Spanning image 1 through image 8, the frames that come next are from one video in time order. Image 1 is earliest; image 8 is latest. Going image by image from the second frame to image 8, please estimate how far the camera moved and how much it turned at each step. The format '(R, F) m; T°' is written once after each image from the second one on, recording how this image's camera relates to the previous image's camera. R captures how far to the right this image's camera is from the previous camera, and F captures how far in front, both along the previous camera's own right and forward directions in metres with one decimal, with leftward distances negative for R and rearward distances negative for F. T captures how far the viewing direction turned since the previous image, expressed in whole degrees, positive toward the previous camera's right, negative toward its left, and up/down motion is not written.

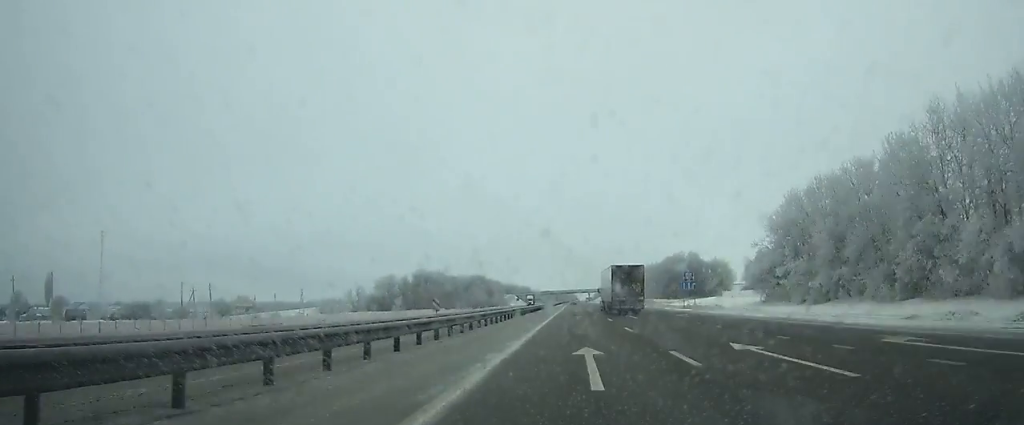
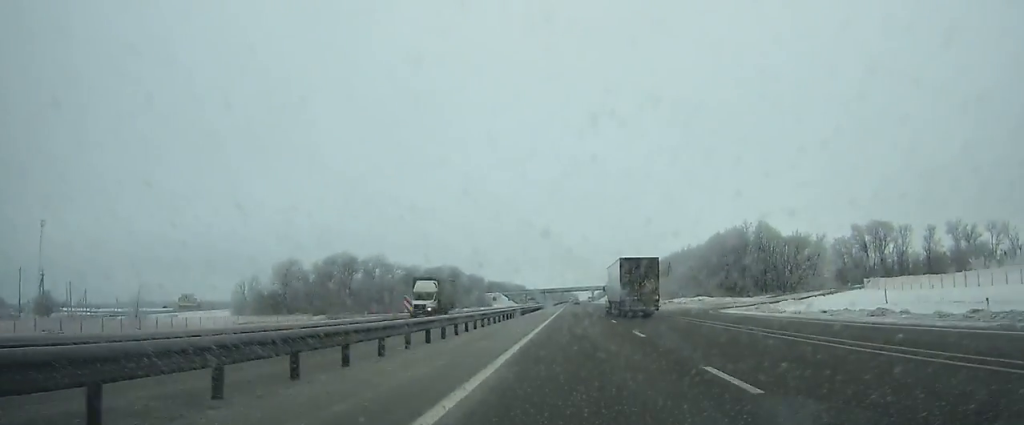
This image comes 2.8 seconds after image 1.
(+0.3, +76.7) m; 0°
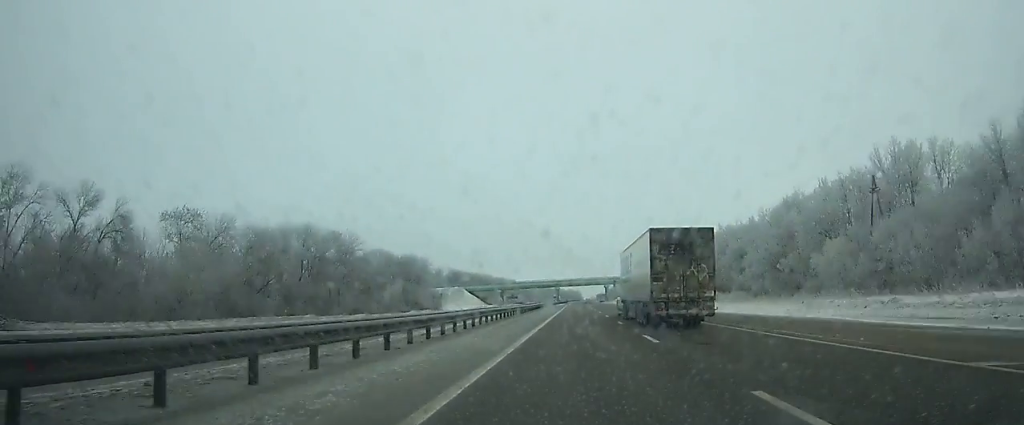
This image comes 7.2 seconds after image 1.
(-0.6, +122.6) m; 0°
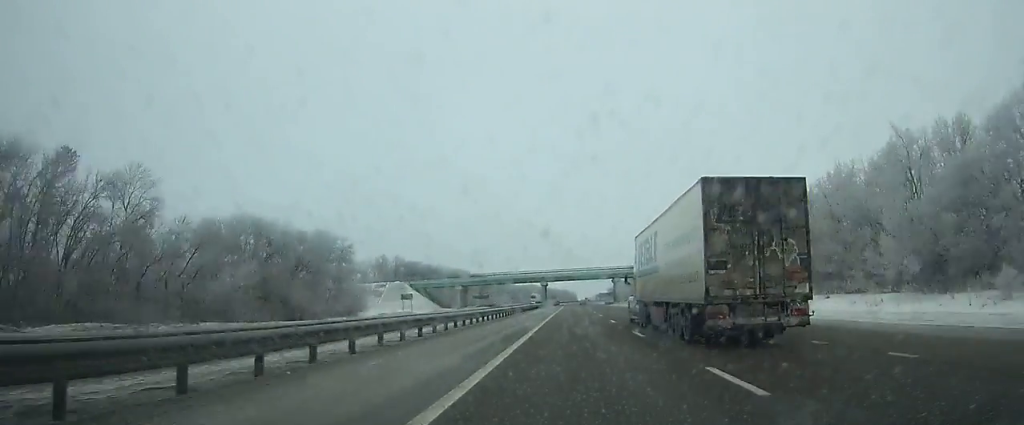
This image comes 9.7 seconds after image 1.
(+0.1, +70.7) m; 0°
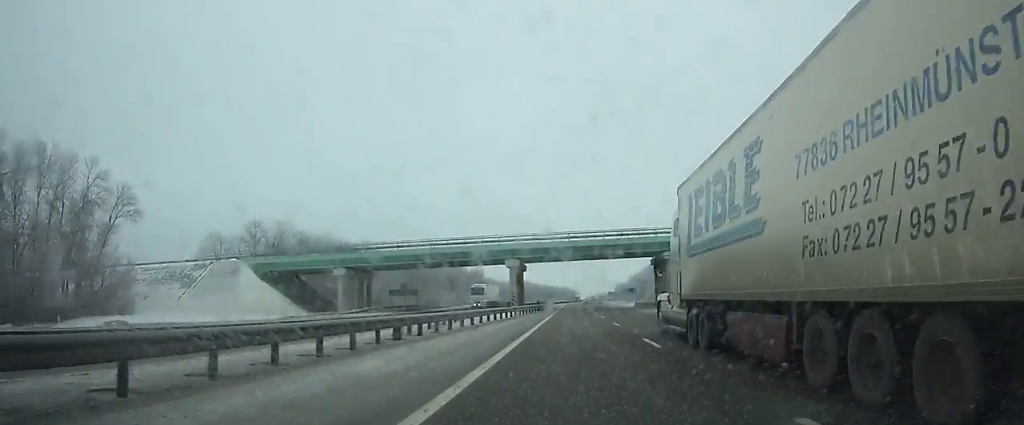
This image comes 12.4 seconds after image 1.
(0.0, +77.3) m; +1°
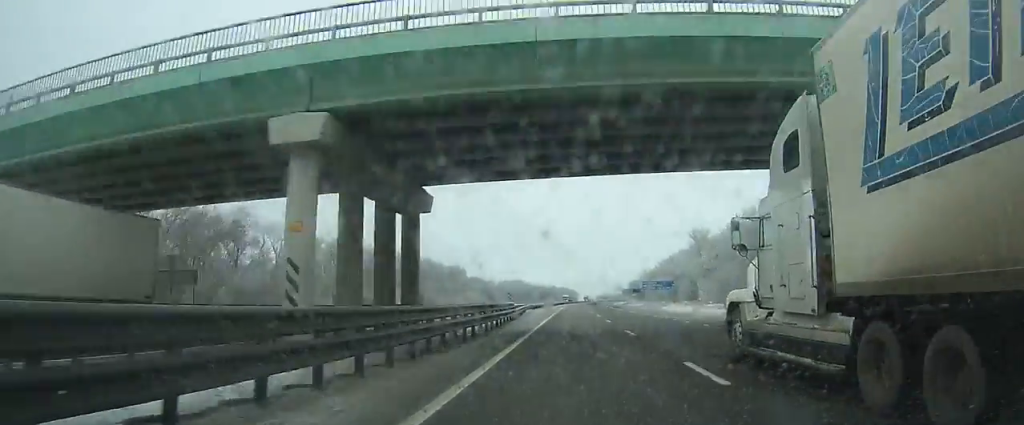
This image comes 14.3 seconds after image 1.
(+0.4, +55.0) m; +1°
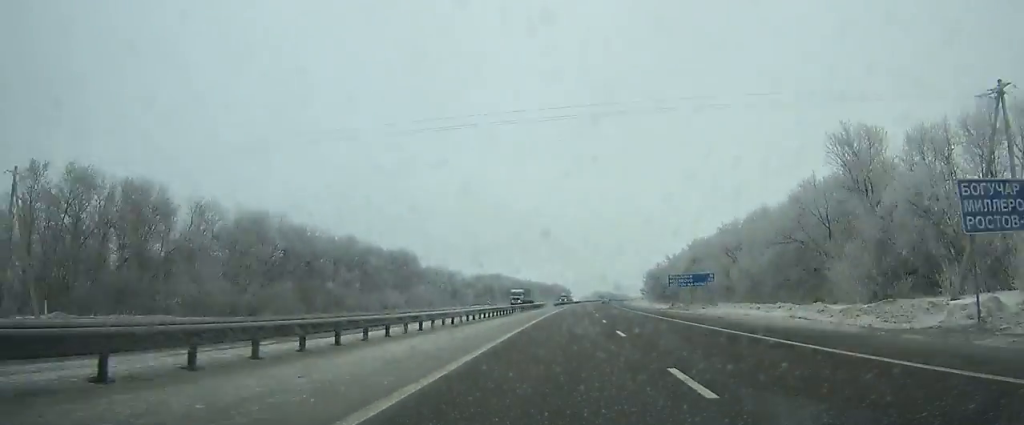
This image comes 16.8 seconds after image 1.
(+0.6, +72.7) m; +2°
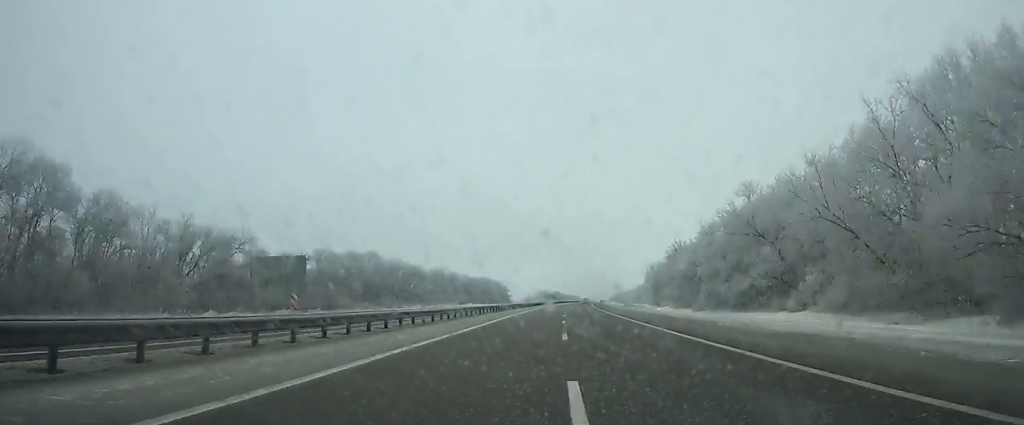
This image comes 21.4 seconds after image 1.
(+4.5, +134.2) m; +4°
